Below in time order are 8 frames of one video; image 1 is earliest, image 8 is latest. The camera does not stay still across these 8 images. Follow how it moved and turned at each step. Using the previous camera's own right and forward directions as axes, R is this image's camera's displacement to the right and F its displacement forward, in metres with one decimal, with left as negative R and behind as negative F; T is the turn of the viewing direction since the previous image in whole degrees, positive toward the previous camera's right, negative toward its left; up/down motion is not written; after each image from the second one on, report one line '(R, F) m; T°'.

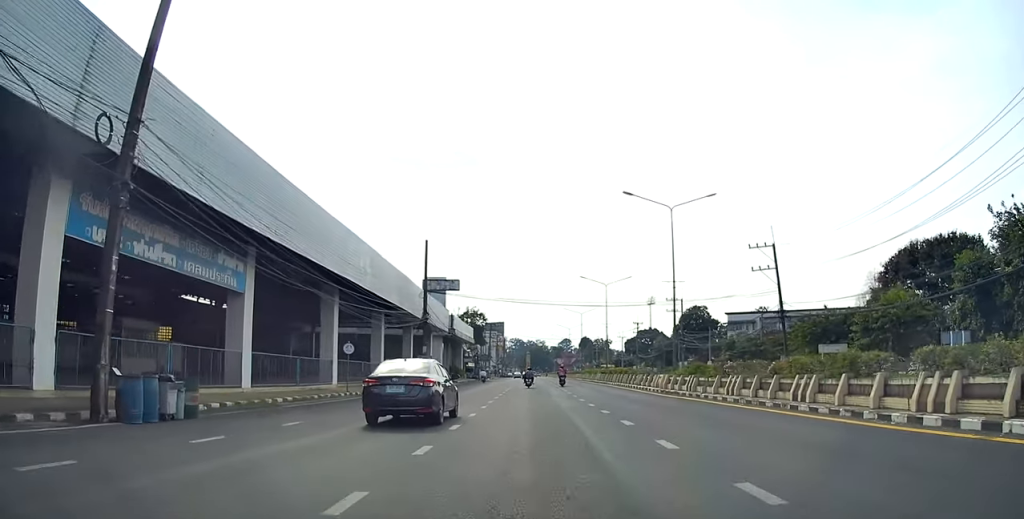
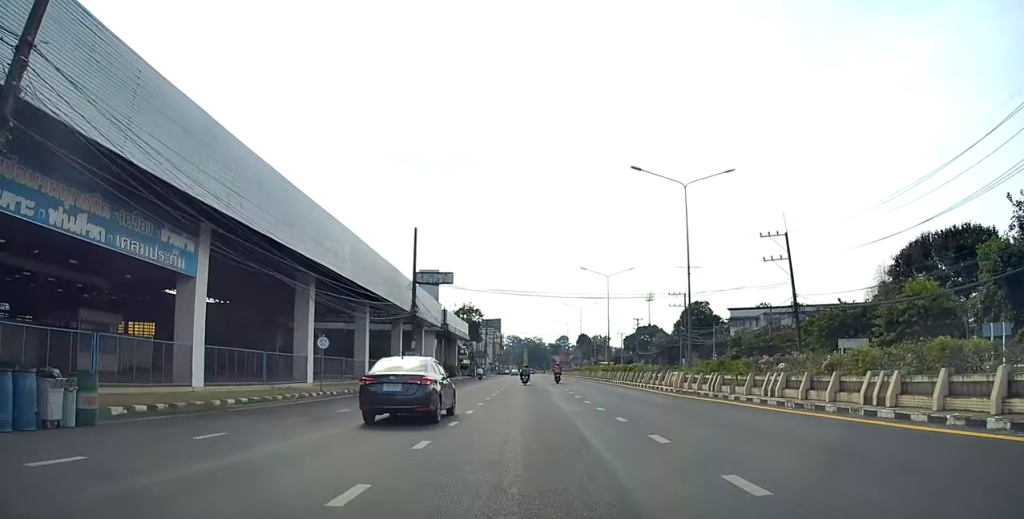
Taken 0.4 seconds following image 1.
(-0.2, +3.1) m; -2°
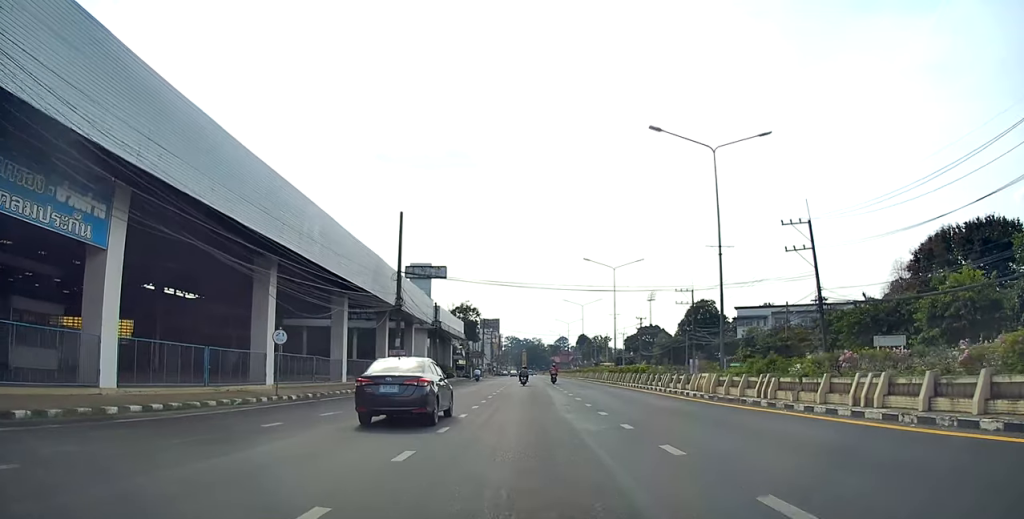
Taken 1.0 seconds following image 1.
(-0.1, +4.2) m; -3°
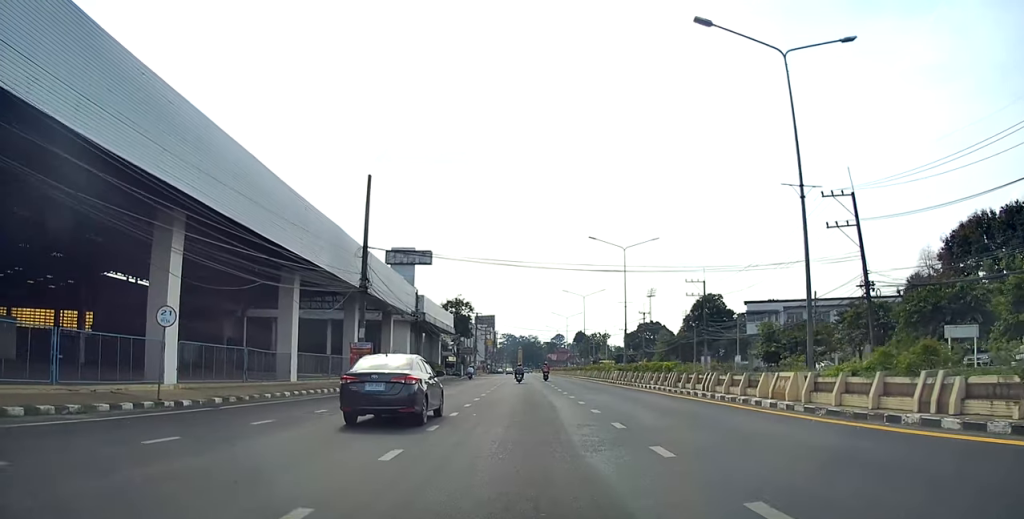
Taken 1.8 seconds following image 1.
(-0.1, +7.0) m; -1°
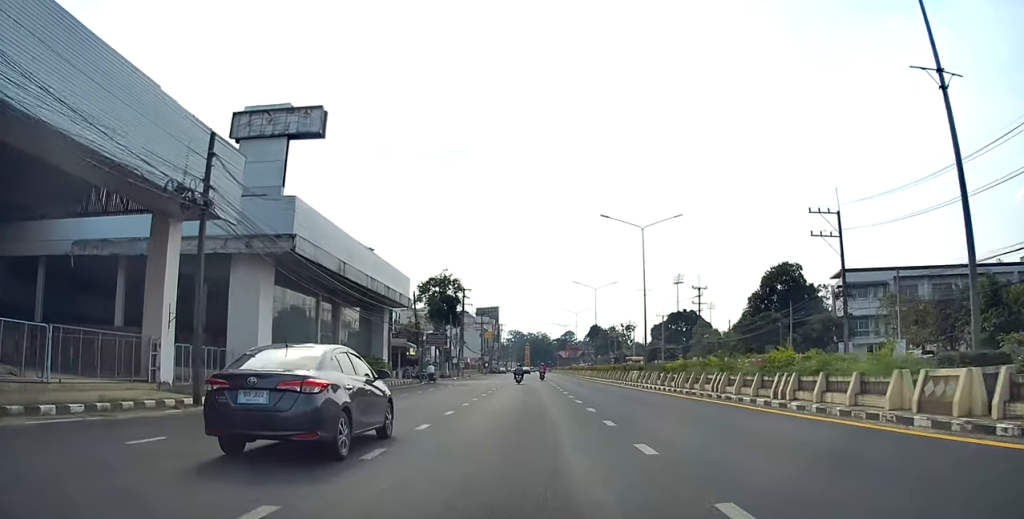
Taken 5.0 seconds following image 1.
(-0.3, +25.9) m; +2°
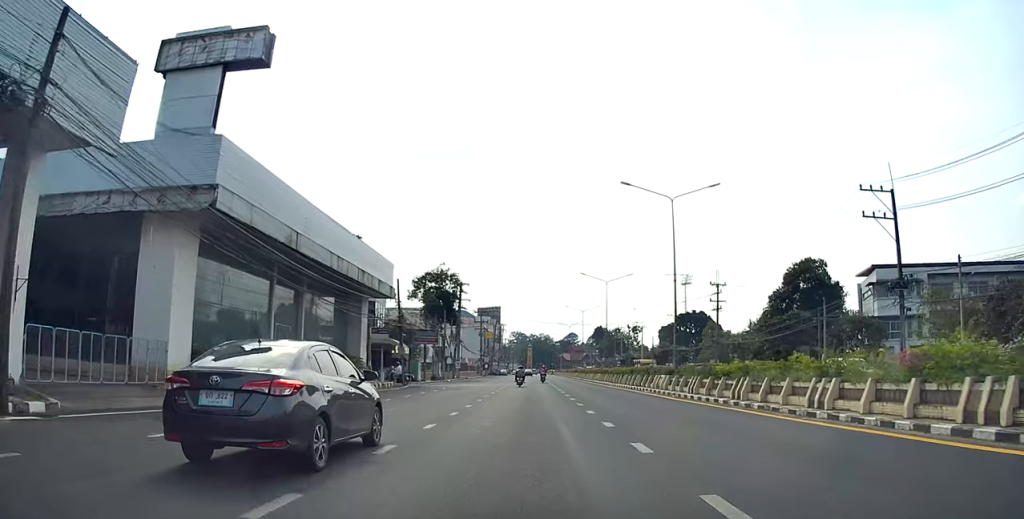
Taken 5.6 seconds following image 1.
(0.0, +5.1) m; 0°
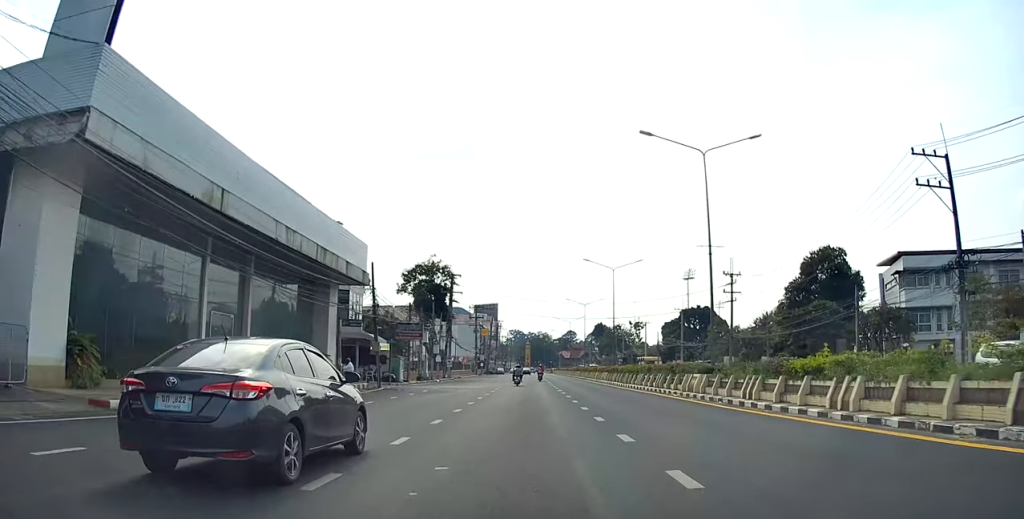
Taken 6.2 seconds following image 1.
(0.0, +4.9) m; 0°
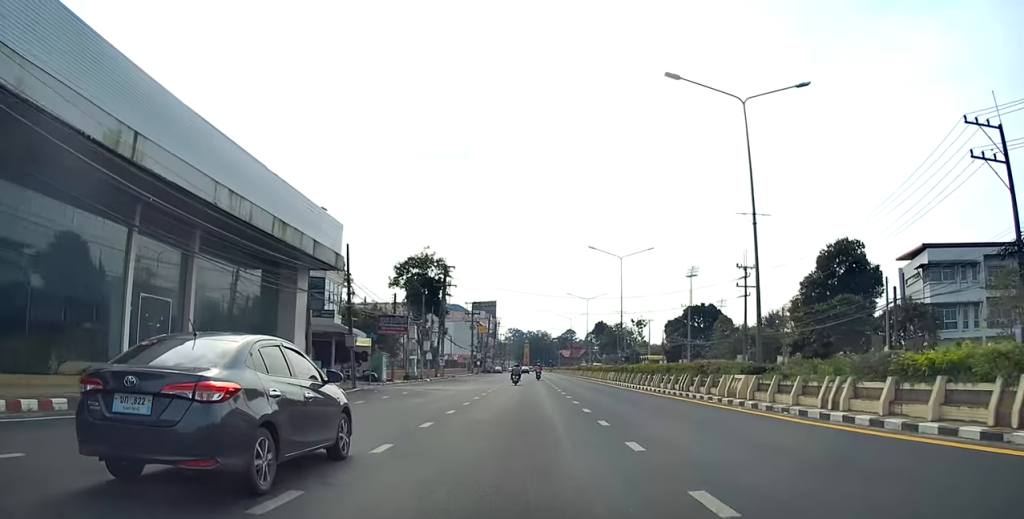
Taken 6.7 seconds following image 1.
(0.0, +4.3) m; 0°
